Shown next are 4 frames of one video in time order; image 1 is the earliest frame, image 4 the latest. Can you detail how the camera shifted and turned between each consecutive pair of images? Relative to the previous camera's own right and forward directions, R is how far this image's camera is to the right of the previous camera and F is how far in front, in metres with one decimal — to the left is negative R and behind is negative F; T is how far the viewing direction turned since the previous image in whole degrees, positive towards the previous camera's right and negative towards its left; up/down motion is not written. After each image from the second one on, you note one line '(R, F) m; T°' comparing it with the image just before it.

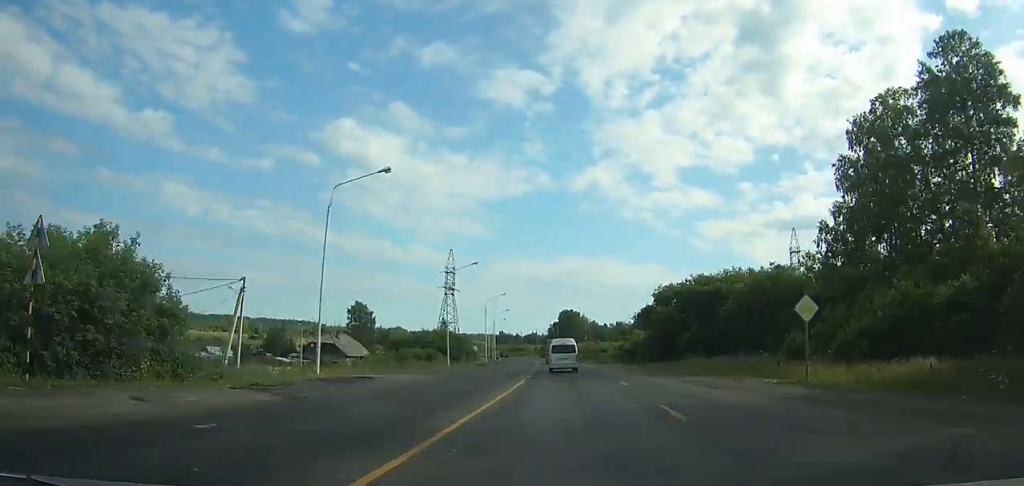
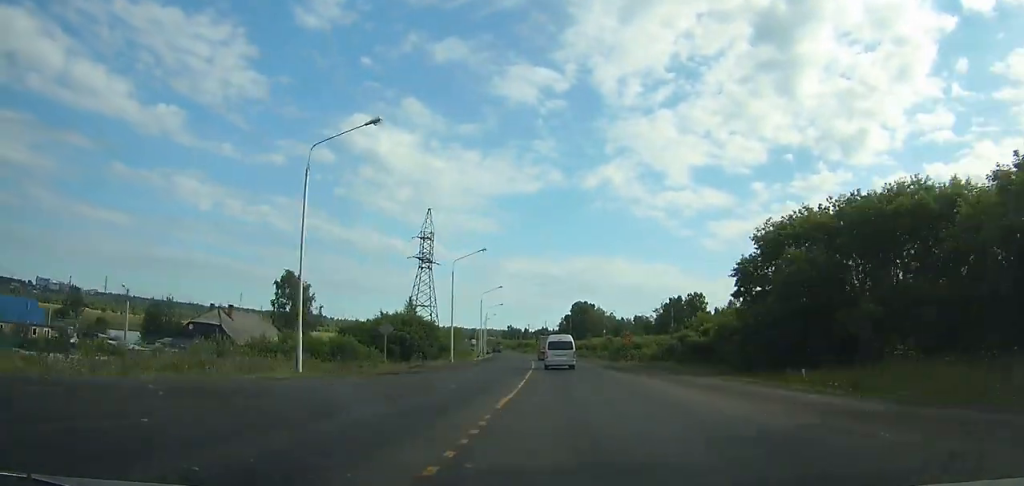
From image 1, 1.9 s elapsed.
(-0.7, +40.4) m; -2°
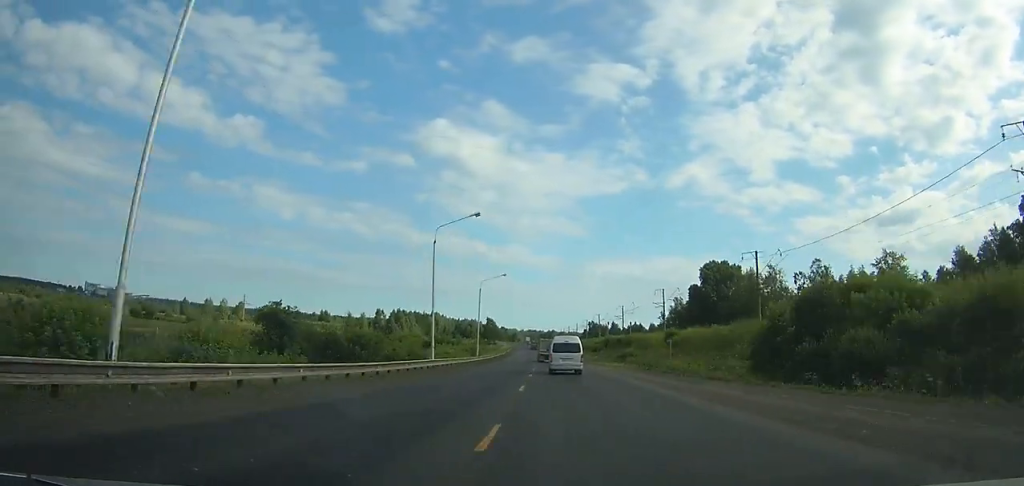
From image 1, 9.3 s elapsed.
(-10.1, +155.9) m; -8°
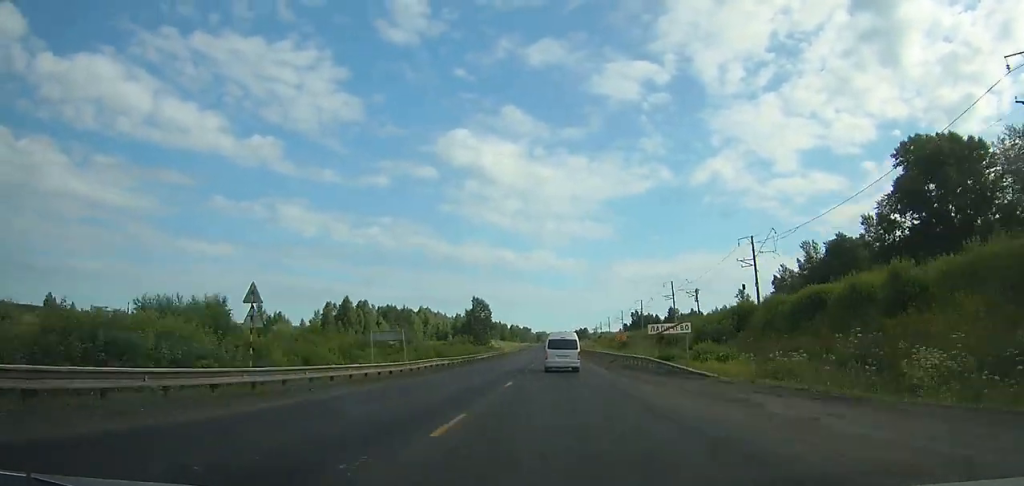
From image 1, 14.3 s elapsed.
(-3.3, +103.9) m; -3°
